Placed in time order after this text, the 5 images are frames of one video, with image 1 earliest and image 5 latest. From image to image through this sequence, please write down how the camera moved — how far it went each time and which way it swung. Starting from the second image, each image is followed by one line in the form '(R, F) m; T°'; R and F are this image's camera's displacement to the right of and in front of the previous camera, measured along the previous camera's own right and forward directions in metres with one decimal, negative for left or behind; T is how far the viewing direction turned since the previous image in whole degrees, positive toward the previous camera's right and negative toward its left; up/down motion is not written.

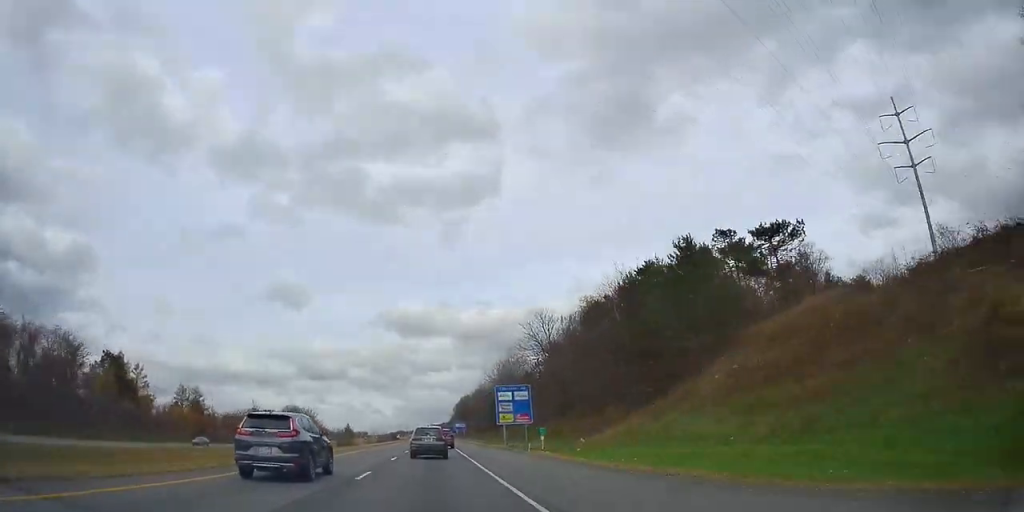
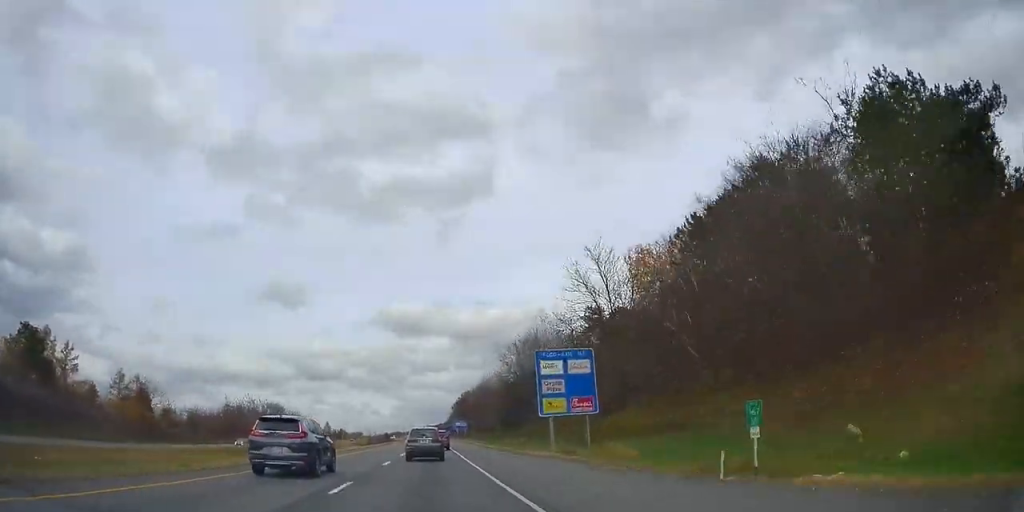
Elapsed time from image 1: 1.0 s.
(+0.5, +27.6) m; 0°
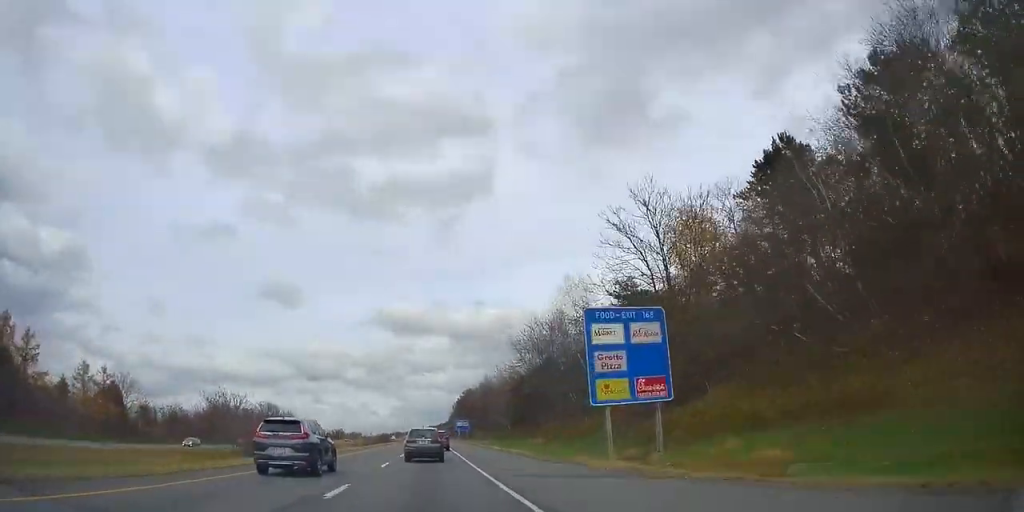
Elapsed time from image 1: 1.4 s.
(-0.3, +12.4) m; -1°
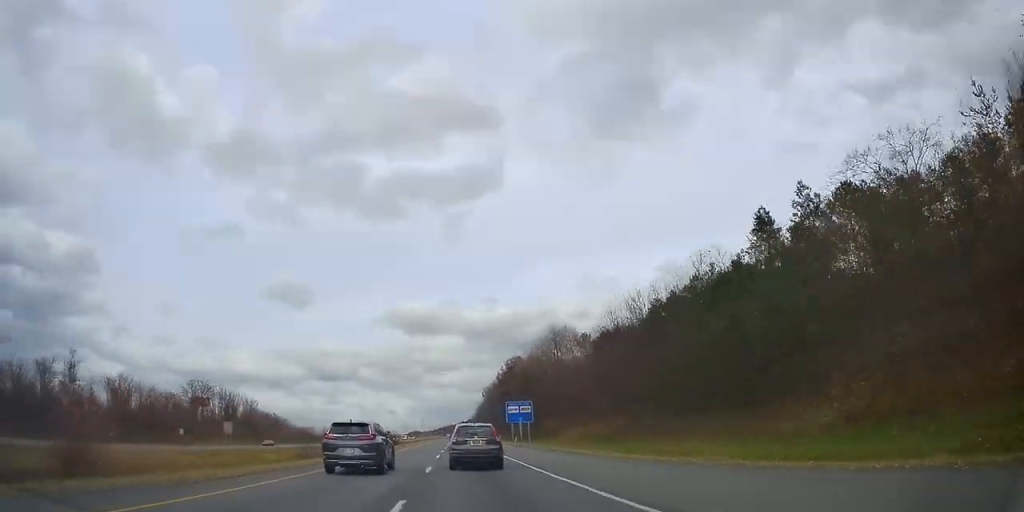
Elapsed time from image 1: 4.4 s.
(-1.0, +86.0) m; -1°
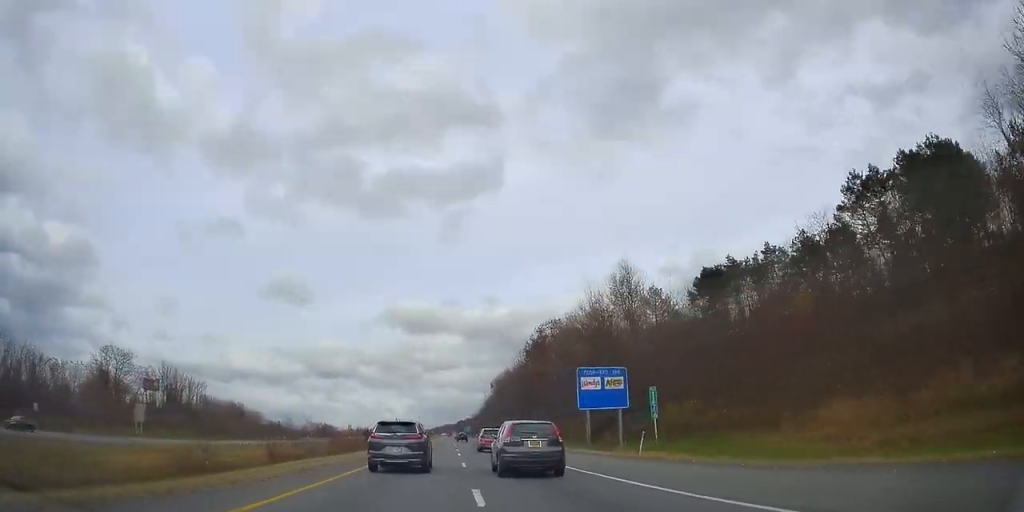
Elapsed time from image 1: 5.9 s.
(-0.8, +44.7) m; -2°
